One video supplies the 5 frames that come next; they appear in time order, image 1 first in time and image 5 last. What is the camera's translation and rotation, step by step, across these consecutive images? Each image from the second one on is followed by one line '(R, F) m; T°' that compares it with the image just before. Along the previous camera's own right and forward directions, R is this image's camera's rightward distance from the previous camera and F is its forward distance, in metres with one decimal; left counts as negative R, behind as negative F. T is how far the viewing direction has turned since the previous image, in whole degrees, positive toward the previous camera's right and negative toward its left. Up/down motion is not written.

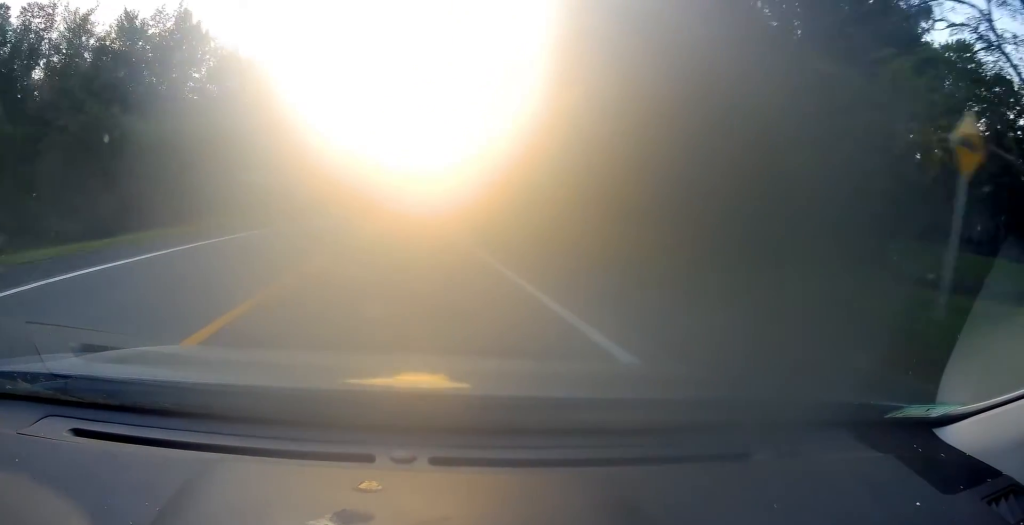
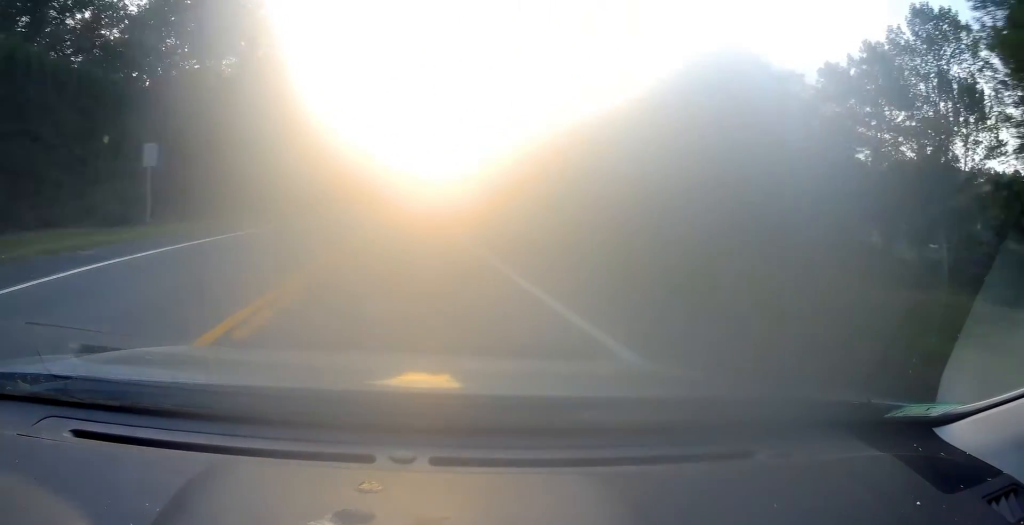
(-0.7, +28.4) m; 0°
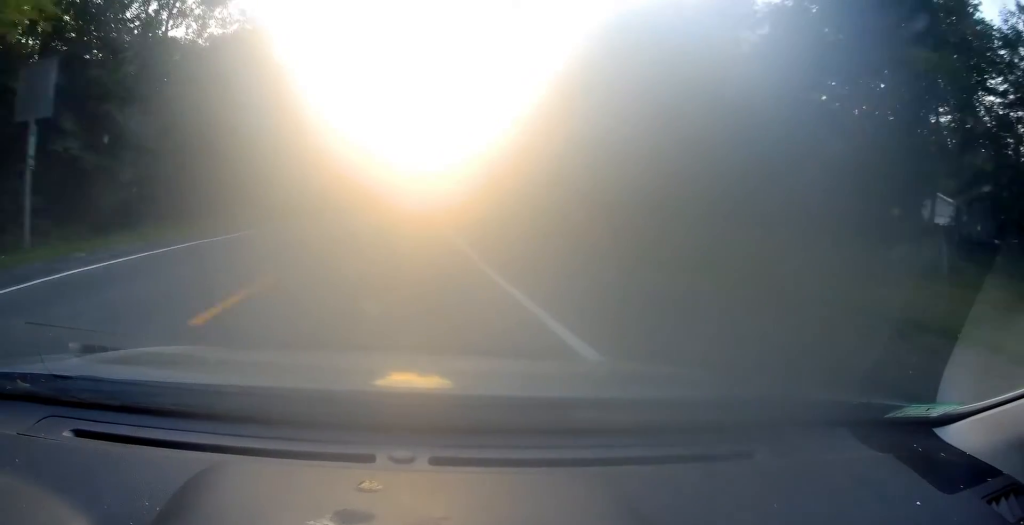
(+0.9, +35.0) m; +1°
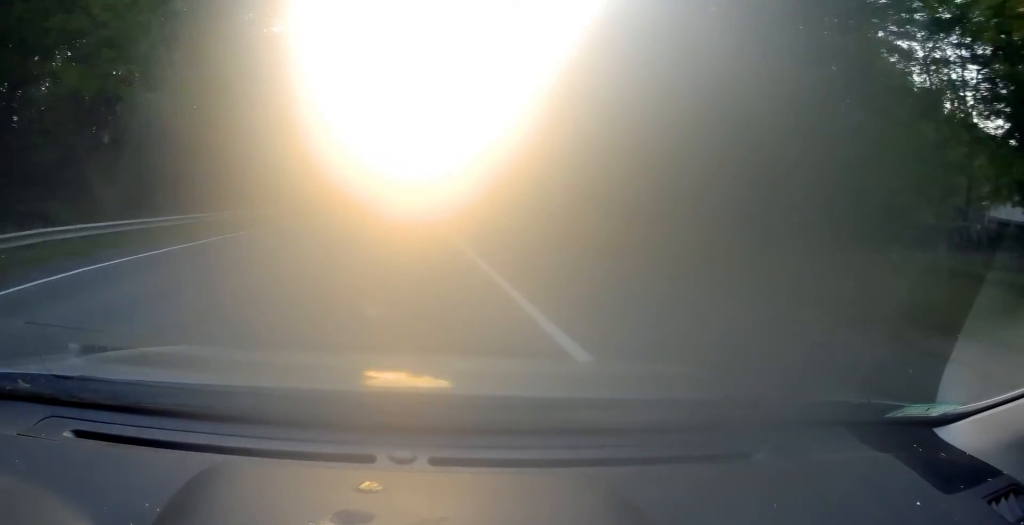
(-0.6, +32.1) m; -1°
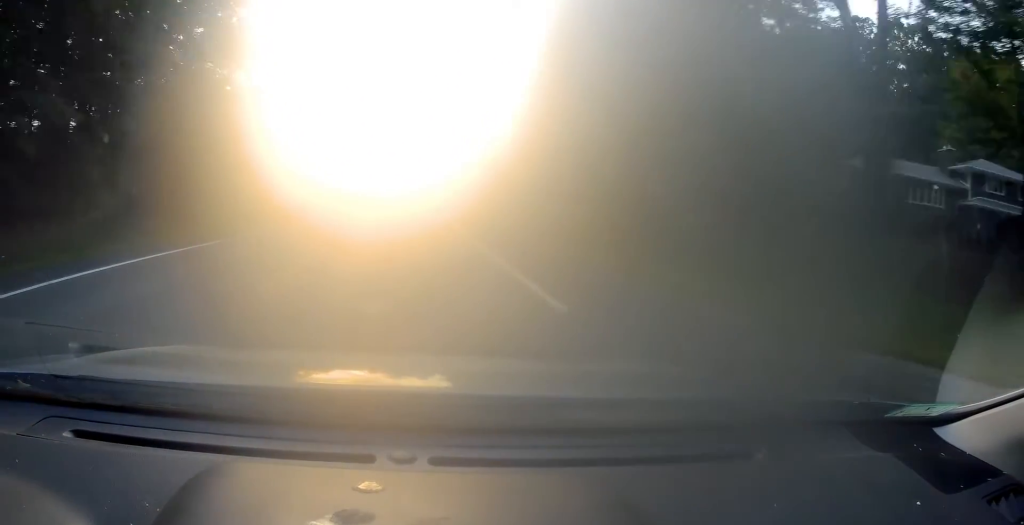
(+1.6, +57.1) m; +4°
